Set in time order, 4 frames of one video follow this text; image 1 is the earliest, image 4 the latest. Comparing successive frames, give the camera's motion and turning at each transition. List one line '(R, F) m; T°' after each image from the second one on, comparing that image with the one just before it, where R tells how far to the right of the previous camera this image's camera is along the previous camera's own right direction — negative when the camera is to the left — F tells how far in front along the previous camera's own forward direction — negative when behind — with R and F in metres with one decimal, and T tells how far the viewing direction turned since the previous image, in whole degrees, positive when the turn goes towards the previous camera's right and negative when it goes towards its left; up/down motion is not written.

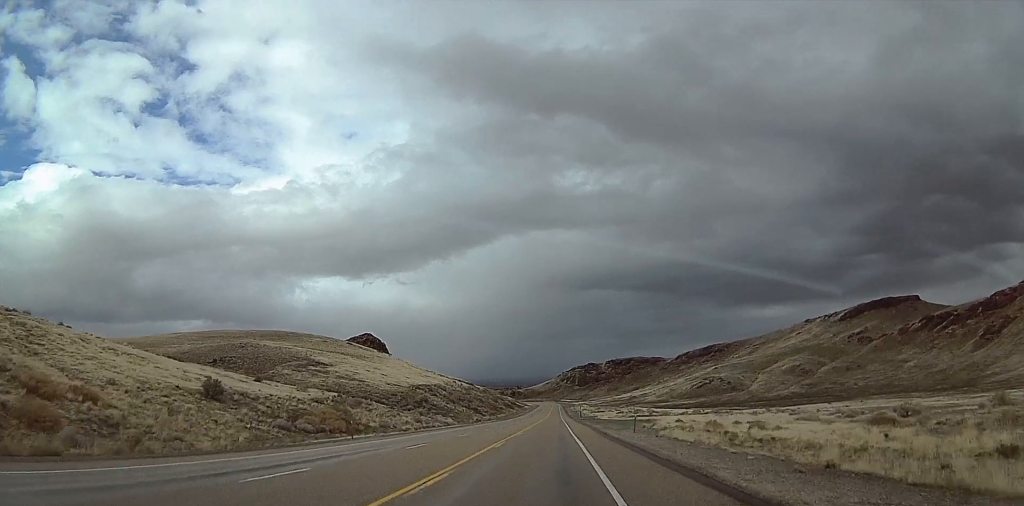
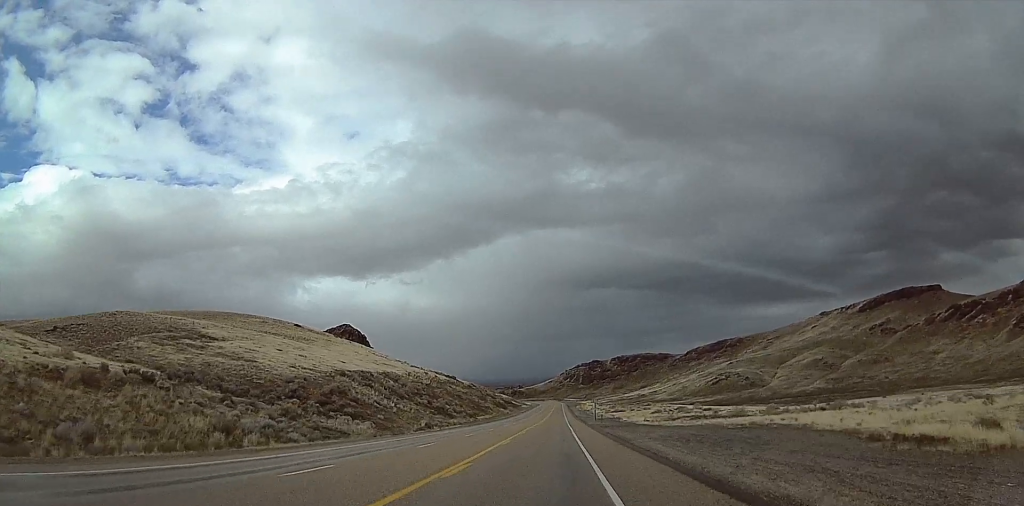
(0.0, +59.9) m; 0°
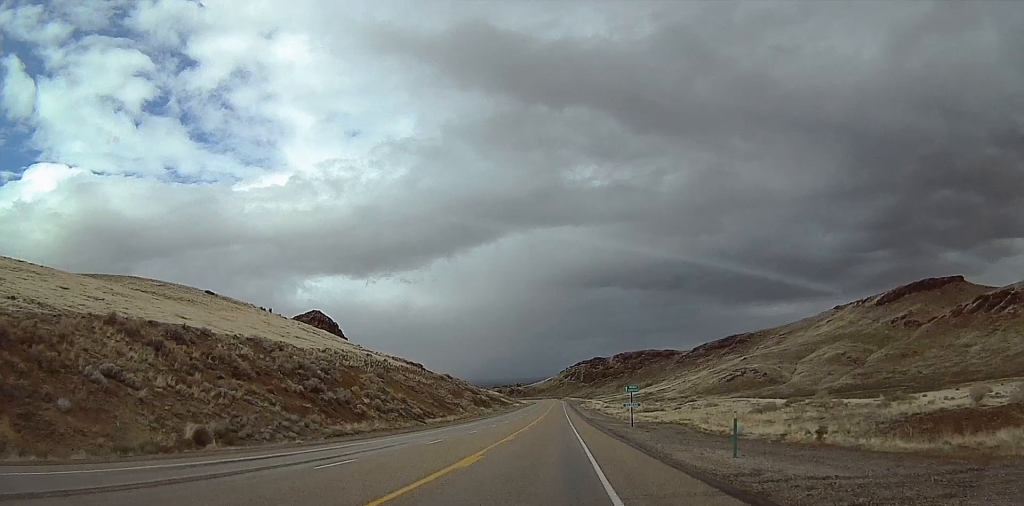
(+0.6, +61.6) m; 0°
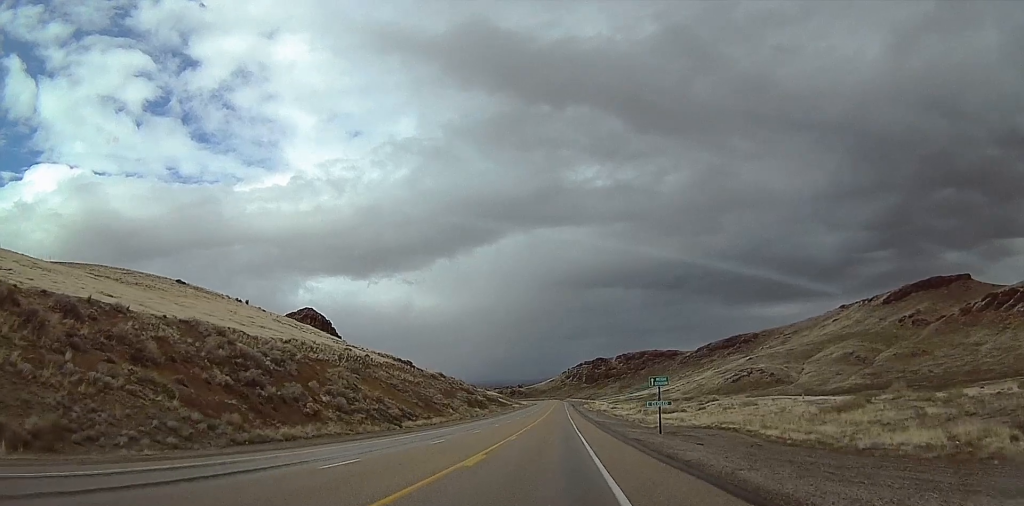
(-0.3, +17.0) m; -1°
